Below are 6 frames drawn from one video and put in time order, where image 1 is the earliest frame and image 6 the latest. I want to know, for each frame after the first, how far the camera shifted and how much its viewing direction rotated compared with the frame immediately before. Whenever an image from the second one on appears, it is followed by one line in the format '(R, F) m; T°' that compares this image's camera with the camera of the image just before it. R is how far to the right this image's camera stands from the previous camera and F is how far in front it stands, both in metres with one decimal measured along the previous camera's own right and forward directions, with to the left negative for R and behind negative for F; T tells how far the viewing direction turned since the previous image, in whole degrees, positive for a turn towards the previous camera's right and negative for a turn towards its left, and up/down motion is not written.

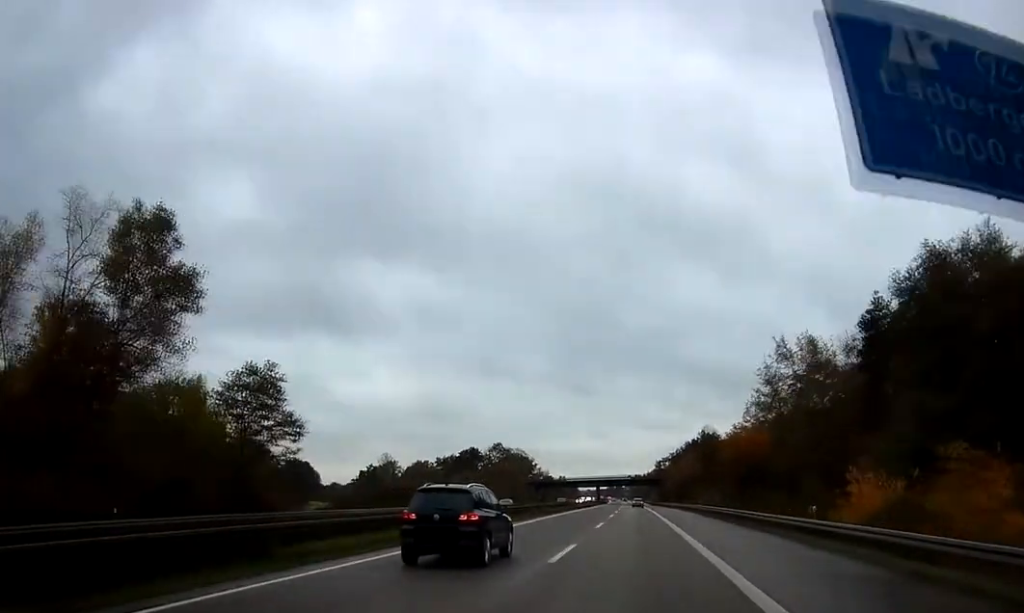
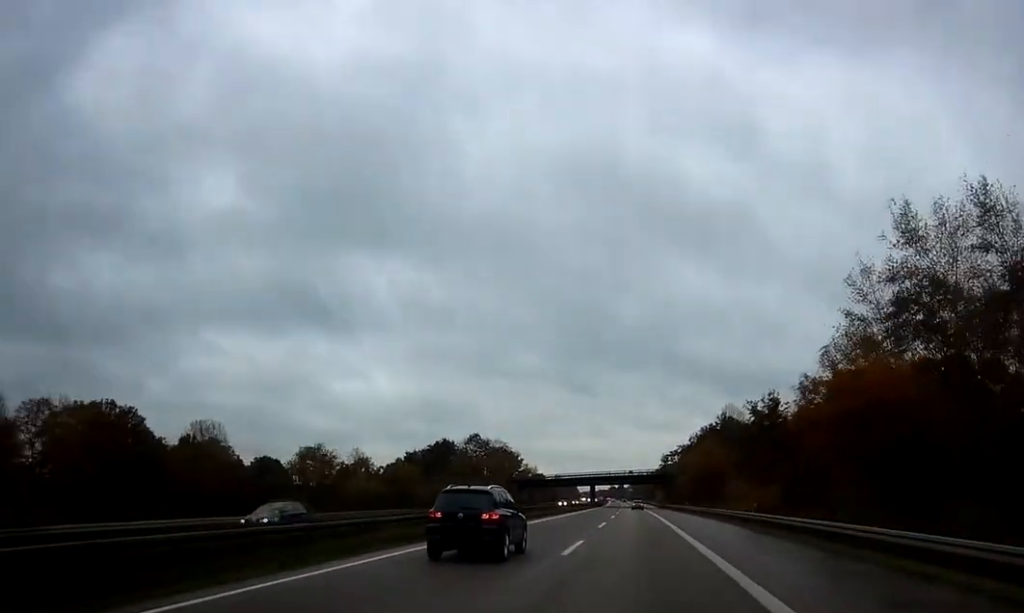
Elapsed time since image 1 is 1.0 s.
(0.0, +34.0) m; 0°
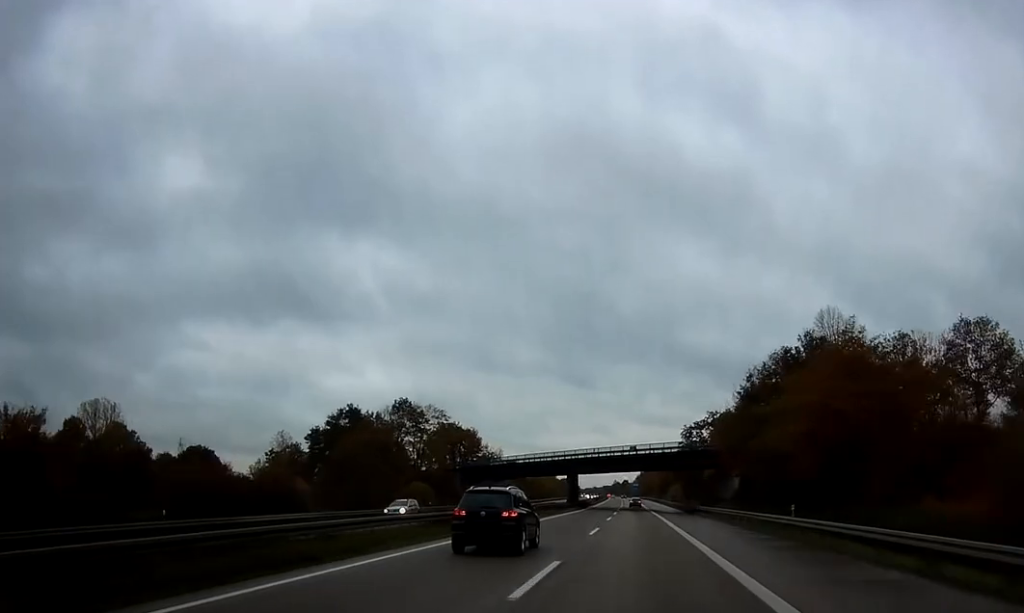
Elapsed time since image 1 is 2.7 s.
(0.0, +61.8) m; 0°
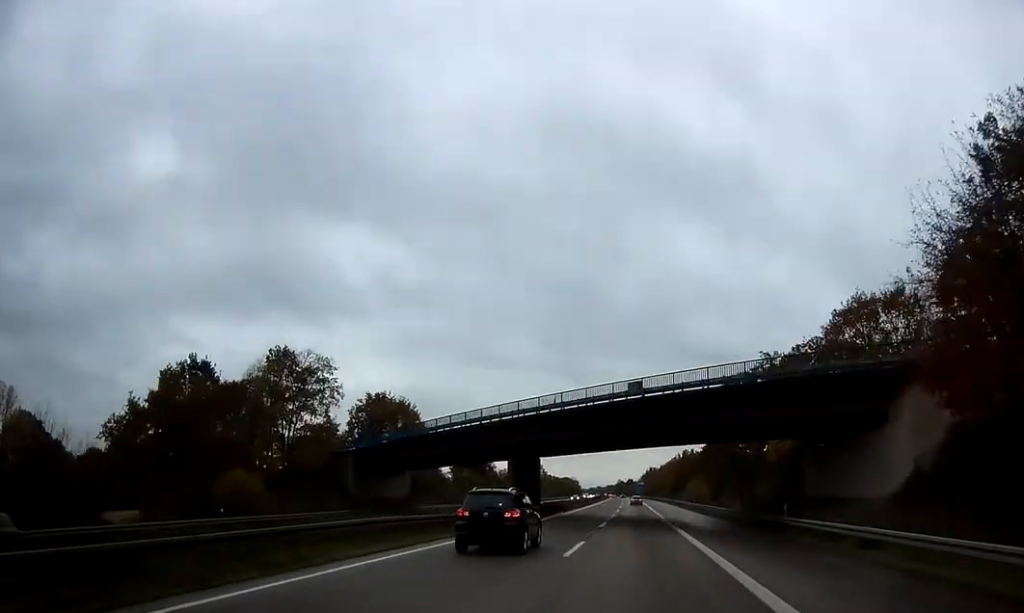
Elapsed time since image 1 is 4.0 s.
(+0.1, +46.0) m; -1°
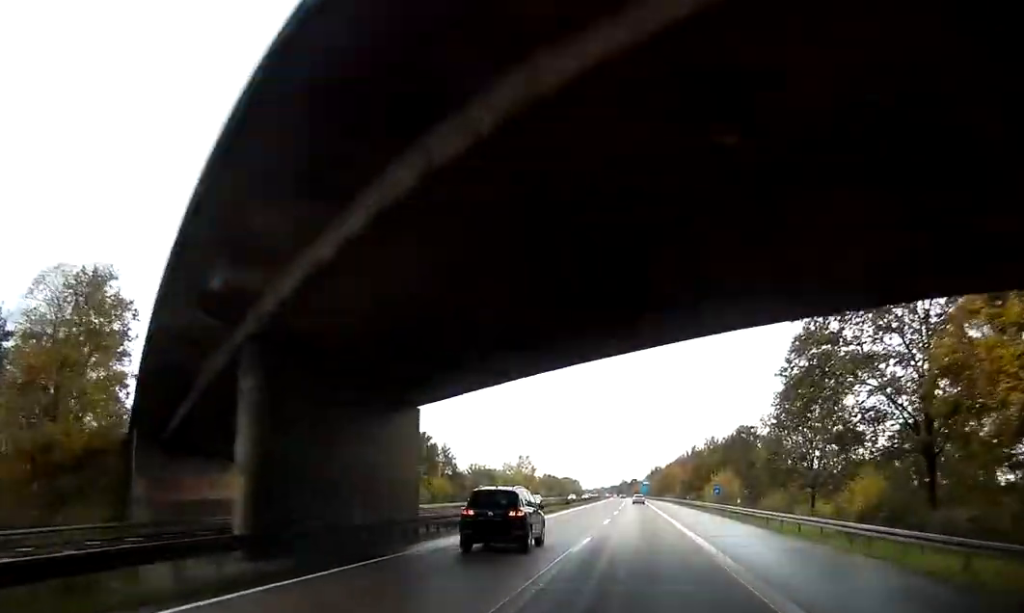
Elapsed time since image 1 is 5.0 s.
(-0.9, +34.8) m; 0°
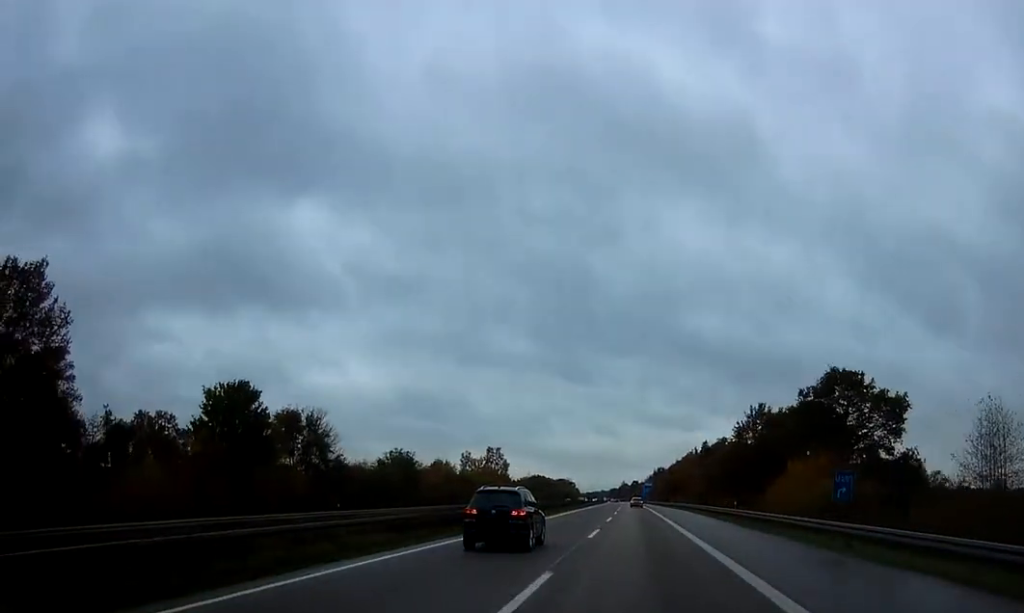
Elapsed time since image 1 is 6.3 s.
(+0.6, +46.6) m; 0°
